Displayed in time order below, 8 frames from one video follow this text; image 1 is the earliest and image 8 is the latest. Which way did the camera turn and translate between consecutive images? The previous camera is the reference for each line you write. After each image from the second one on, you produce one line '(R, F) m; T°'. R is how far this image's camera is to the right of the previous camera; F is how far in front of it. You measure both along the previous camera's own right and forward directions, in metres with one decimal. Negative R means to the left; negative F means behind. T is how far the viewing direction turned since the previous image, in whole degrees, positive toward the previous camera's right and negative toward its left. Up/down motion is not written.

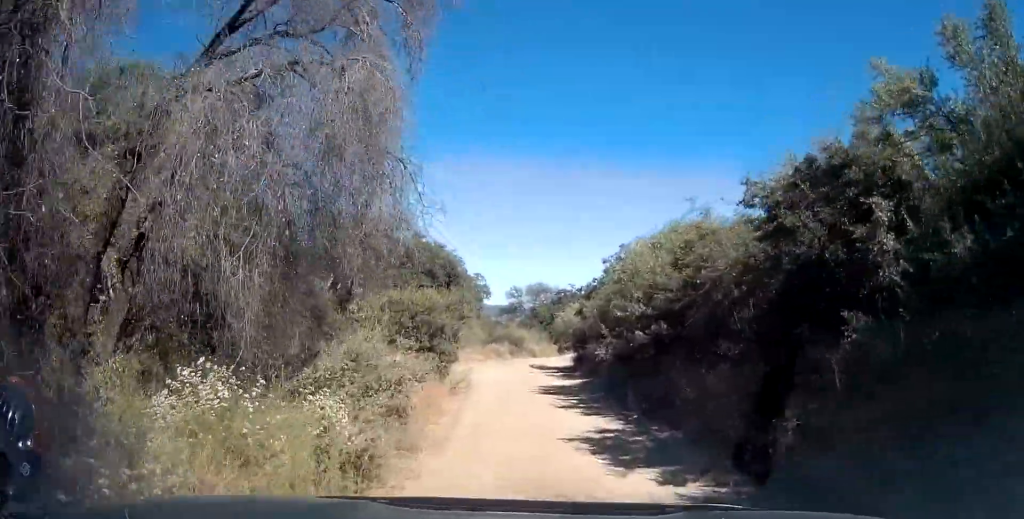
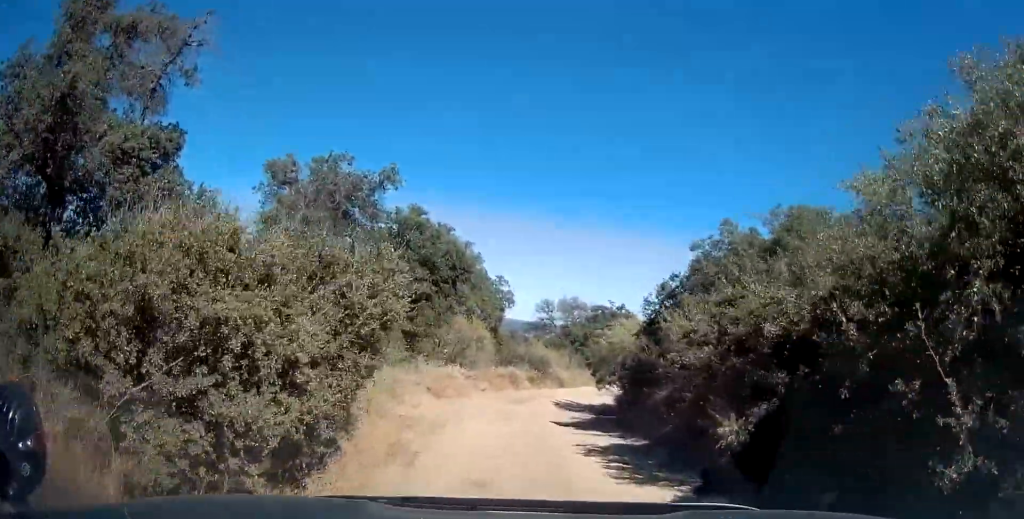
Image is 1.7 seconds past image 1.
(0.0, +9.5) m; -1°
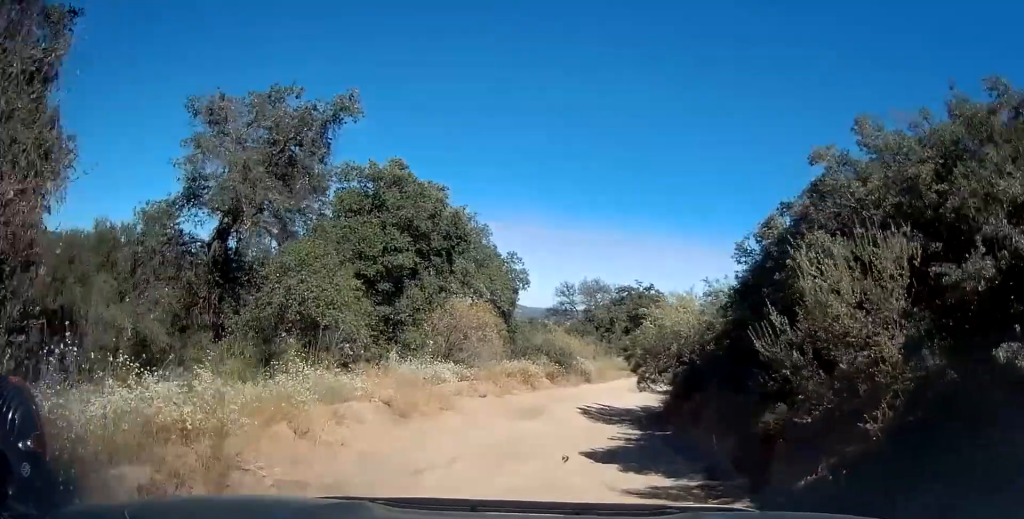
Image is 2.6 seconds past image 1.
(-0.1, +5.9) m; -2°
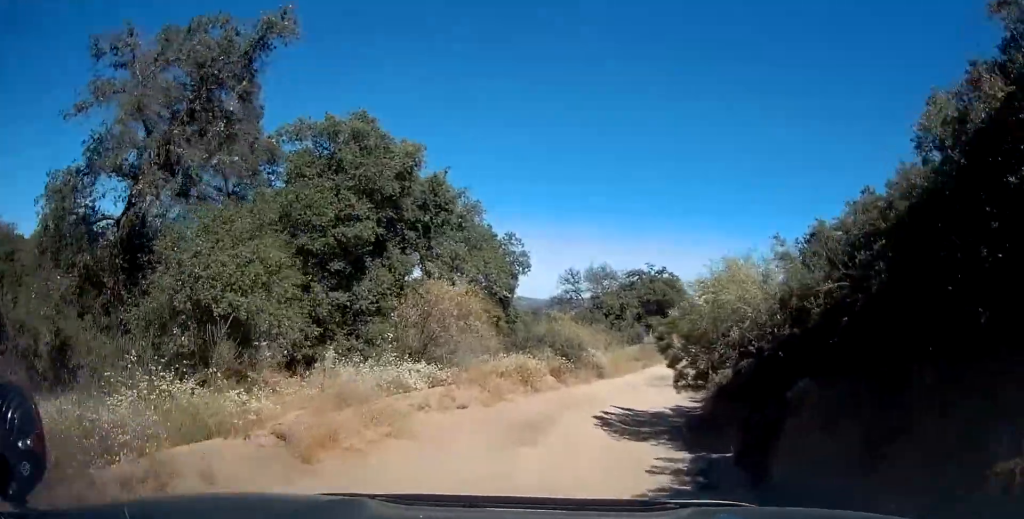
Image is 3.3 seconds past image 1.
(-0.1, +4.7) m; -1°
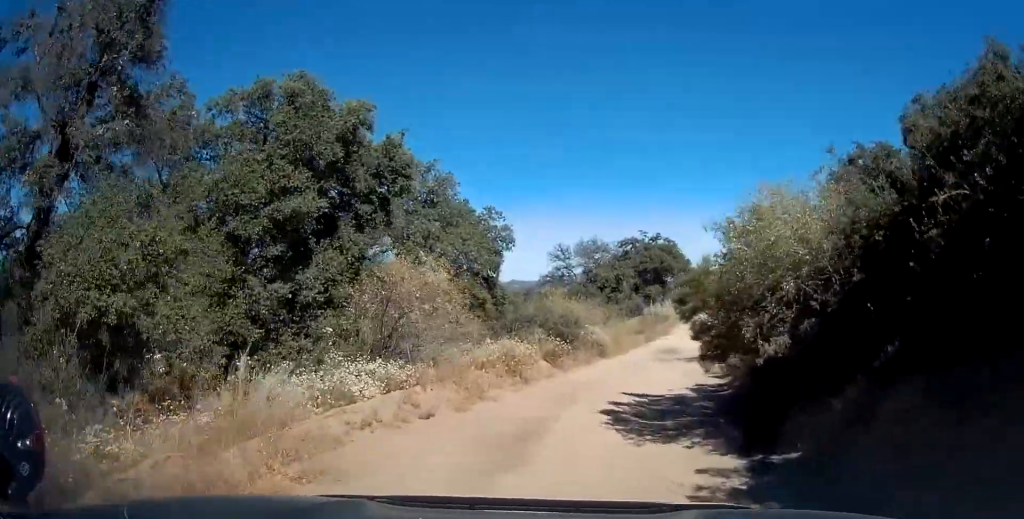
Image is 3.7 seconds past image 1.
(0.0, +3.0) m; 0°
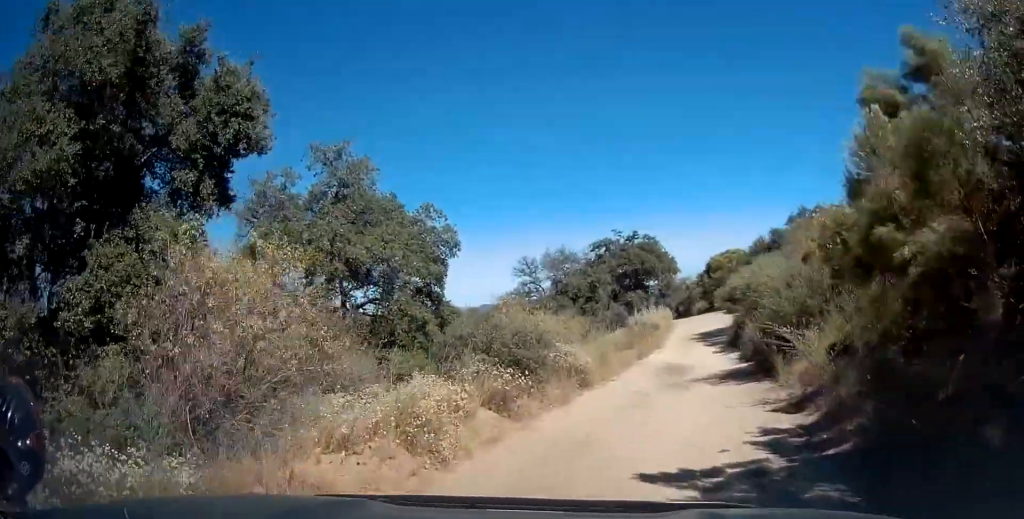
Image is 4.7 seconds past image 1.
(0.0, +6.9) m; +2°
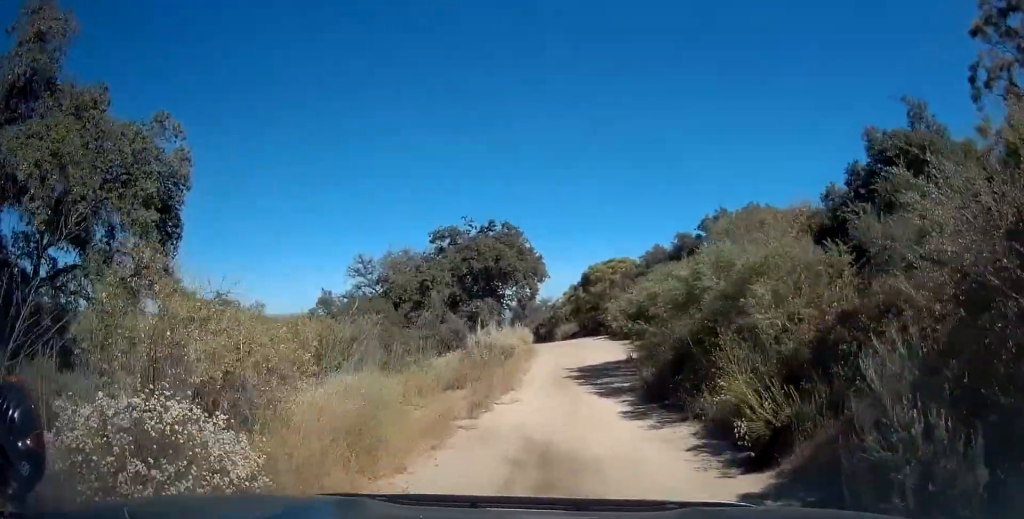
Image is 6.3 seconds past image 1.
(+0.7, +11.5) m; +11°
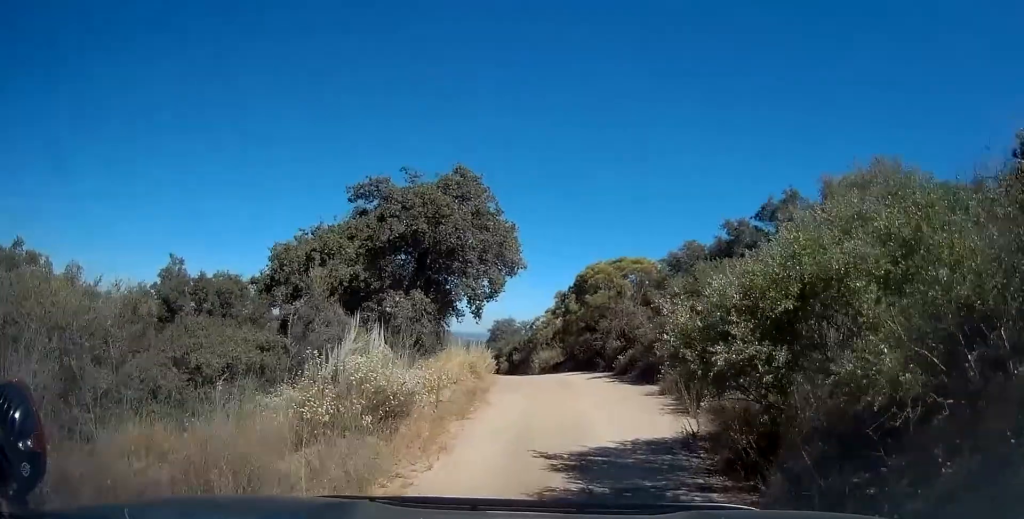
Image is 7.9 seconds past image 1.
(+0.9, +12.6) m; +4°
